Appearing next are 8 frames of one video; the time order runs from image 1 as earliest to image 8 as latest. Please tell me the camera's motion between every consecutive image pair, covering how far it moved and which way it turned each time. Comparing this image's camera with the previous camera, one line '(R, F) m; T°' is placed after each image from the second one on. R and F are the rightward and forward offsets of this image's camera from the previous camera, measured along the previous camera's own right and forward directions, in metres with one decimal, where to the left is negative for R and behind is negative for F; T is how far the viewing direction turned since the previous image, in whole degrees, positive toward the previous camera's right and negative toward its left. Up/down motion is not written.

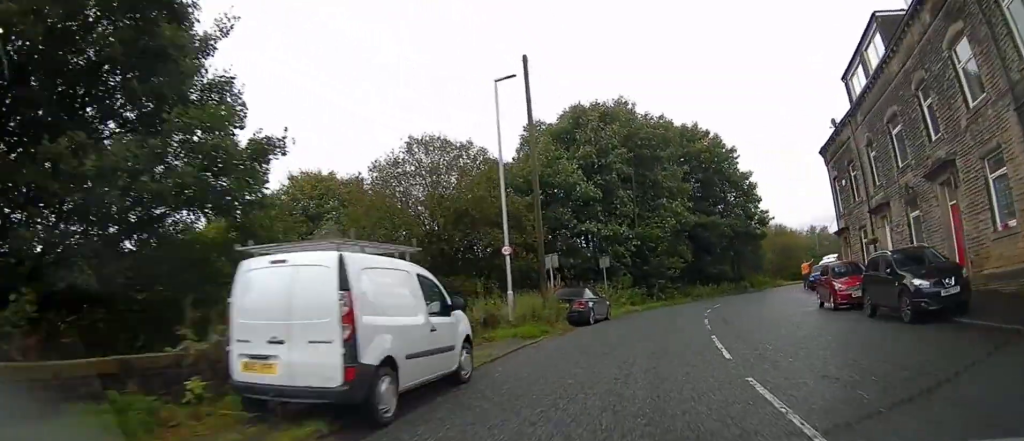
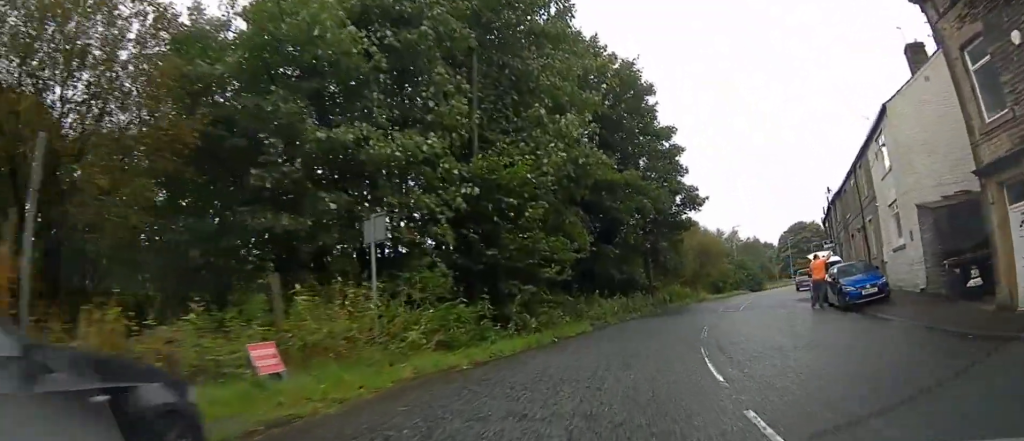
(+2.8, +19.4) m; +16°
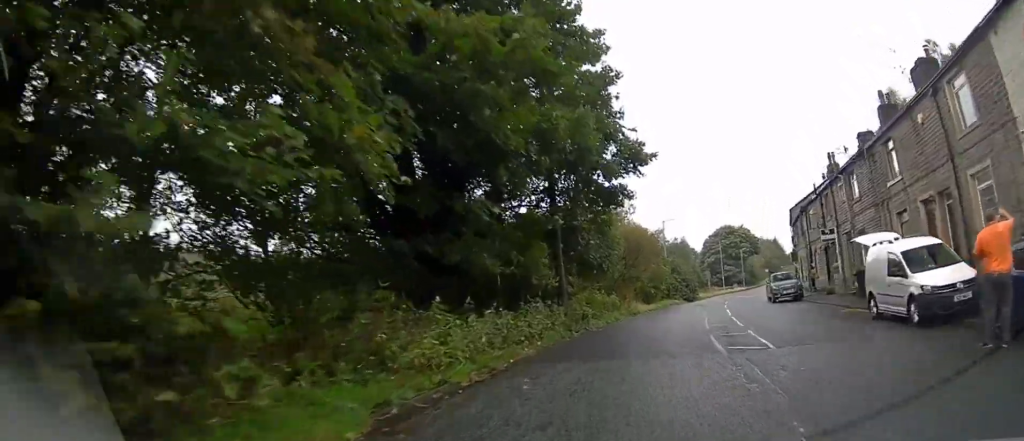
(+1.2, +13.6) m; +8°
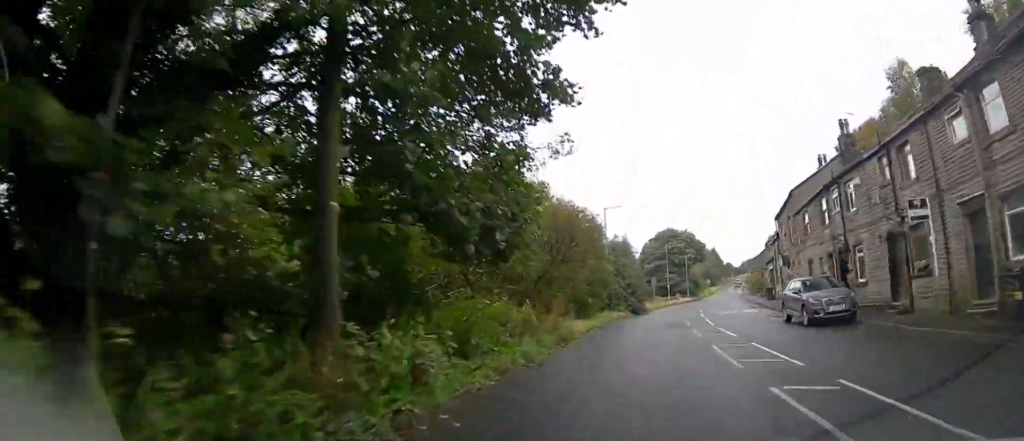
(+0.7, +13.7) m; +9°
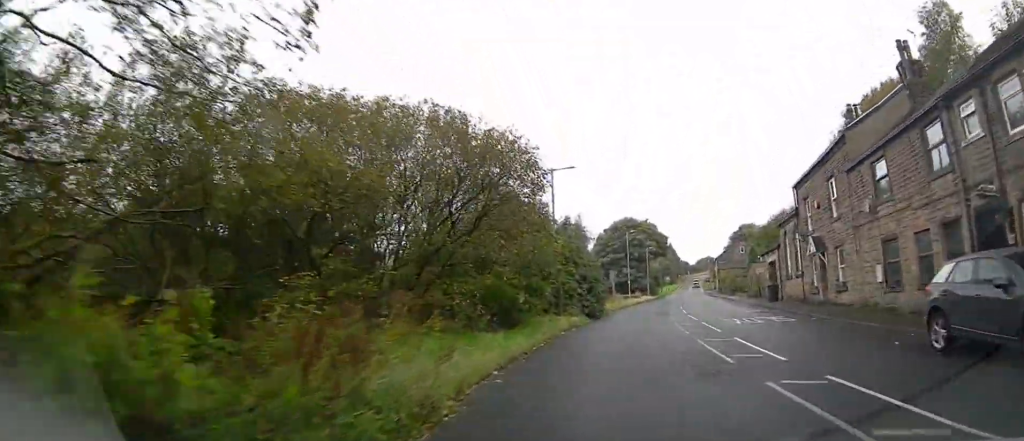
(+1.2, +11.7) m; +7°
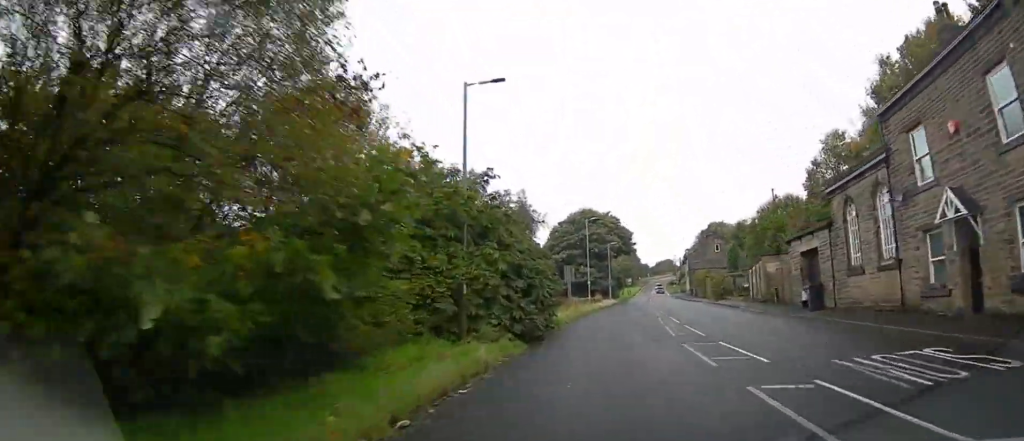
(+0.4, +12.7) m; +3°
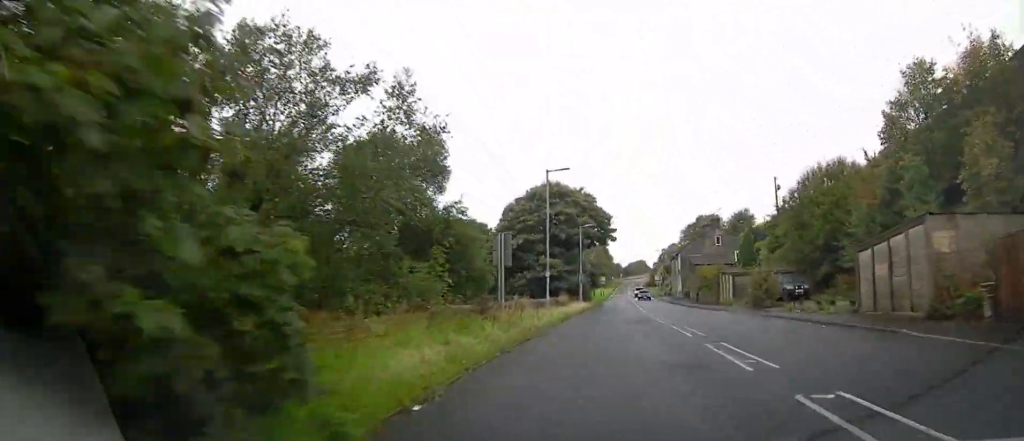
(+0.9, +18.8) m; +5°
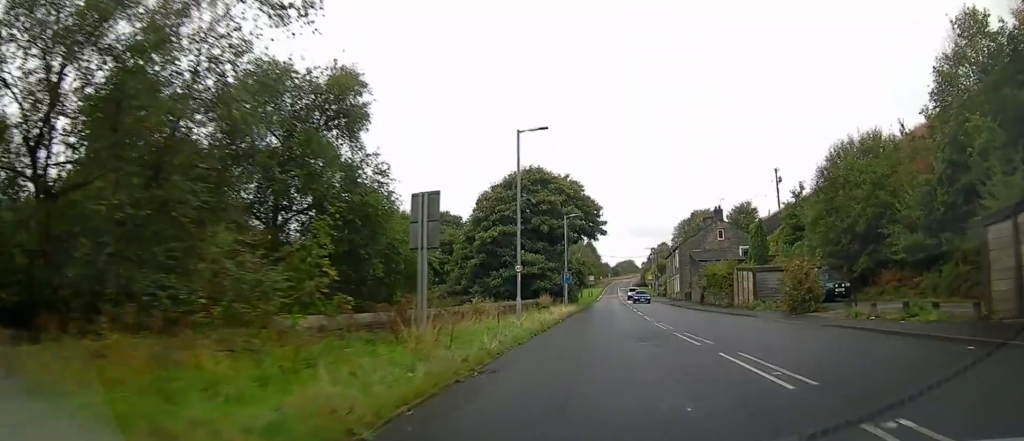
(+0.2, +7.9) m; +1°
